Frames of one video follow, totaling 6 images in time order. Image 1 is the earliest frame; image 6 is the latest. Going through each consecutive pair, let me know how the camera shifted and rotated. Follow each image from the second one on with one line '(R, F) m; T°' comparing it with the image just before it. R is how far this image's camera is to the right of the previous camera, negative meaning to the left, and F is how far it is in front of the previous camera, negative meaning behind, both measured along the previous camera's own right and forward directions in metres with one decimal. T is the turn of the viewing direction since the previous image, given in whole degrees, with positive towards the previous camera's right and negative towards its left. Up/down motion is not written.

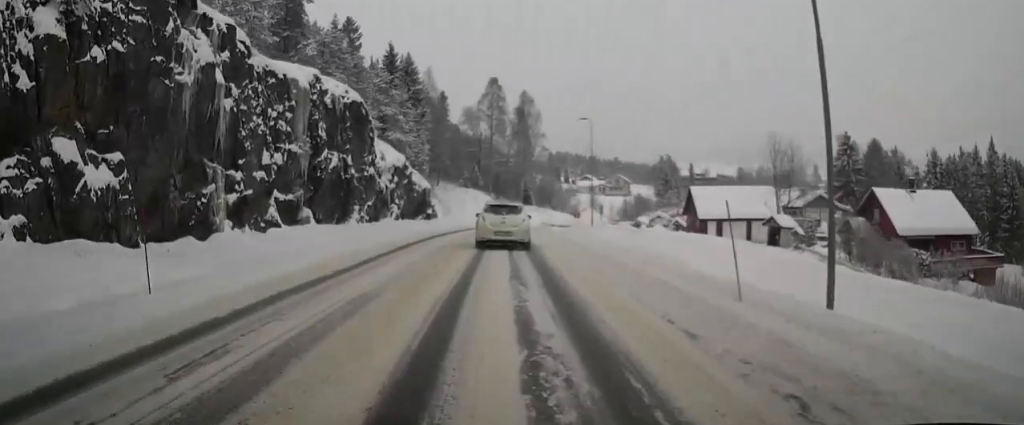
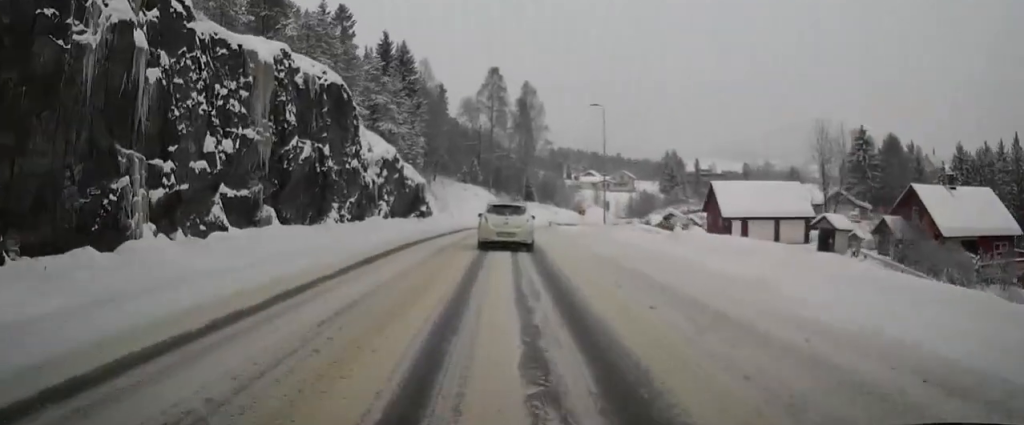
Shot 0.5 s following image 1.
(0.0, +6.3) m; 0°
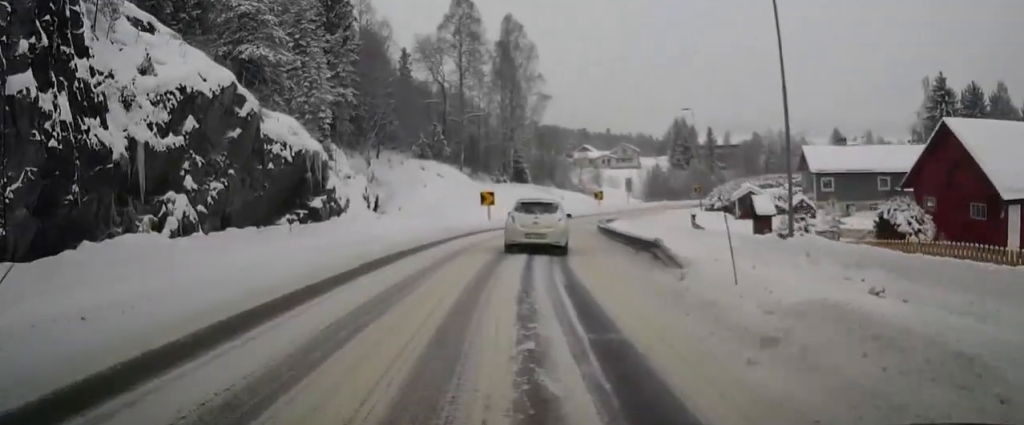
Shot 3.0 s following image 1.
(+0.3, +33.4) m; +2°
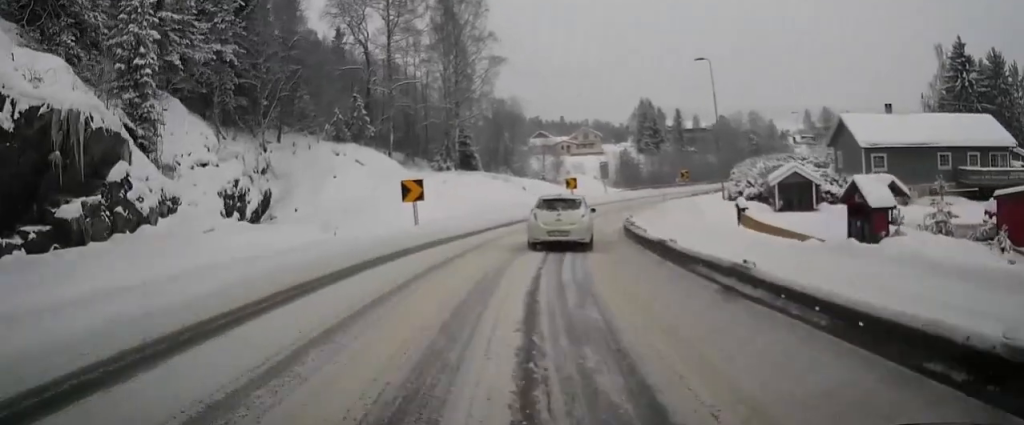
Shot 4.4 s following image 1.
(+0.5, +16.8) m; +4°
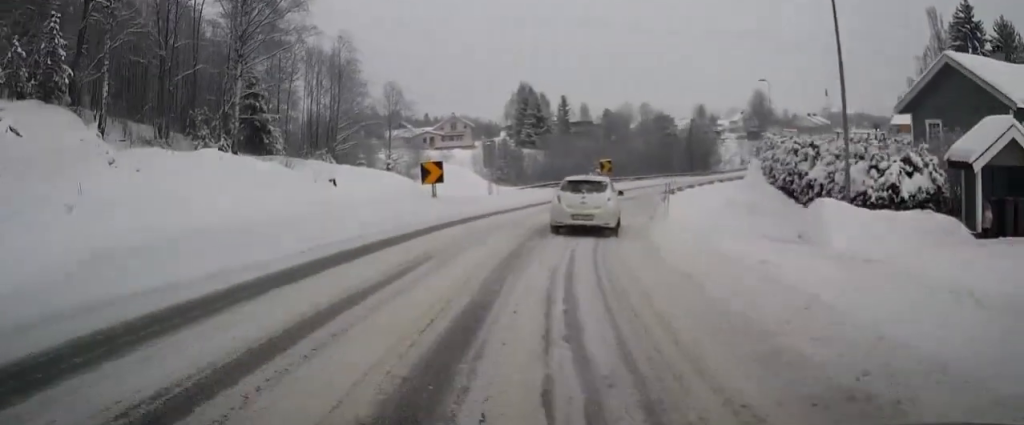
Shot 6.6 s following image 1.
(+2.3, +26.5) m; +11°
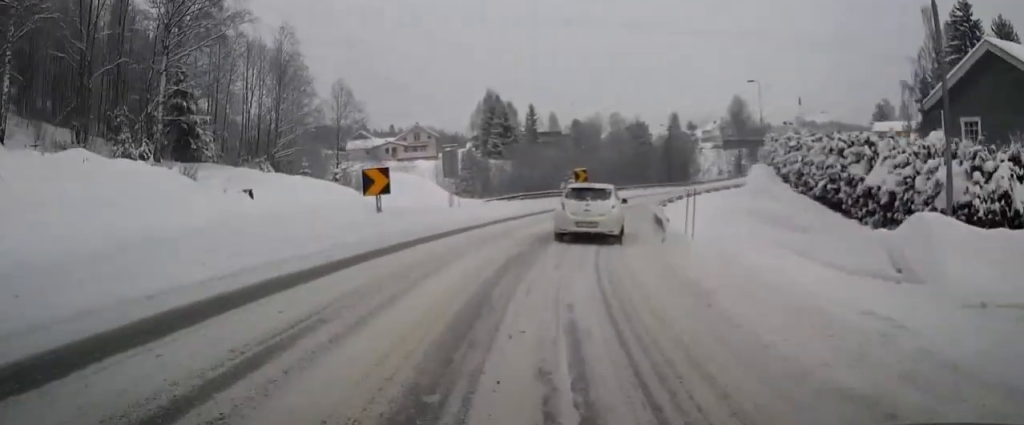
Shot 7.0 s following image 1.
(0.0, +5.4) m; +2°
